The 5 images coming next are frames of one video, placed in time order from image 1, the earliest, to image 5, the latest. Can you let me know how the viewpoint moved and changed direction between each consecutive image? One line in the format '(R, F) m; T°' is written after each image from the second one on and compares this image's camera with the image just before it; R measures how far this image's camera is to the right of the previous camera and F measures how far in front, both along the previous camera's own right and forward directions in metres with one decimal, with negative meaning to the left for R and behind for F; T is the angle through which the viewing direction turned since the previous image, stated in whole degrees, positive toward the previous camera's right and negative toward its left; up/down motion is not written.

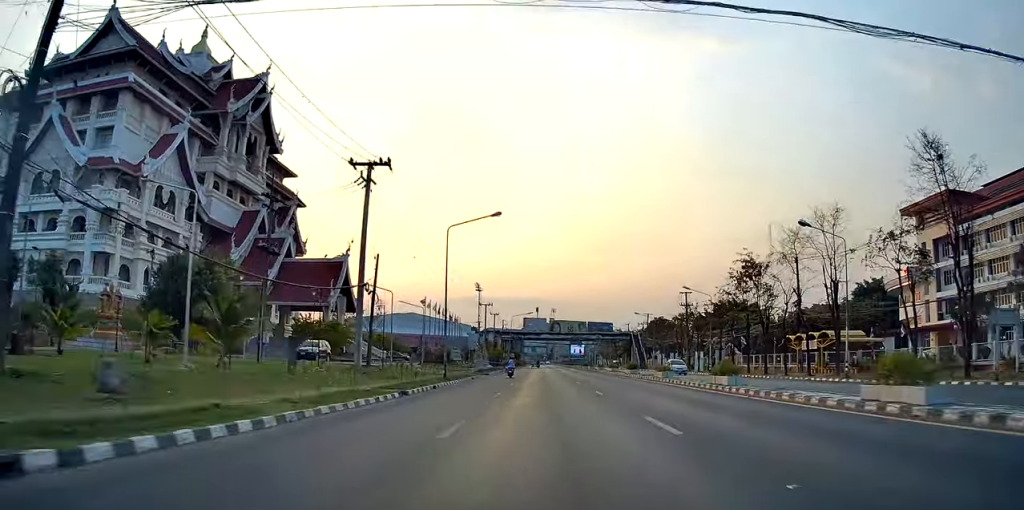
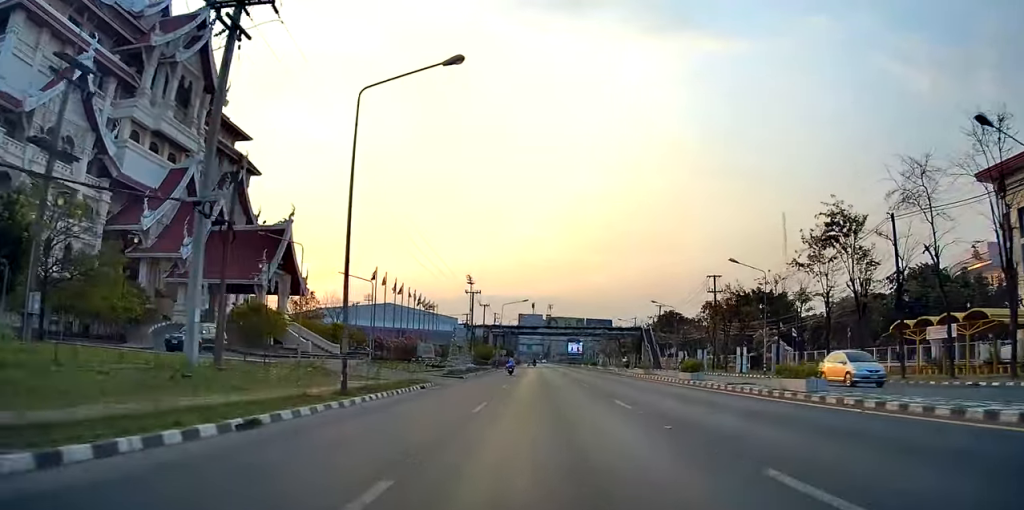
(-0.2, +19.0) m; +1°
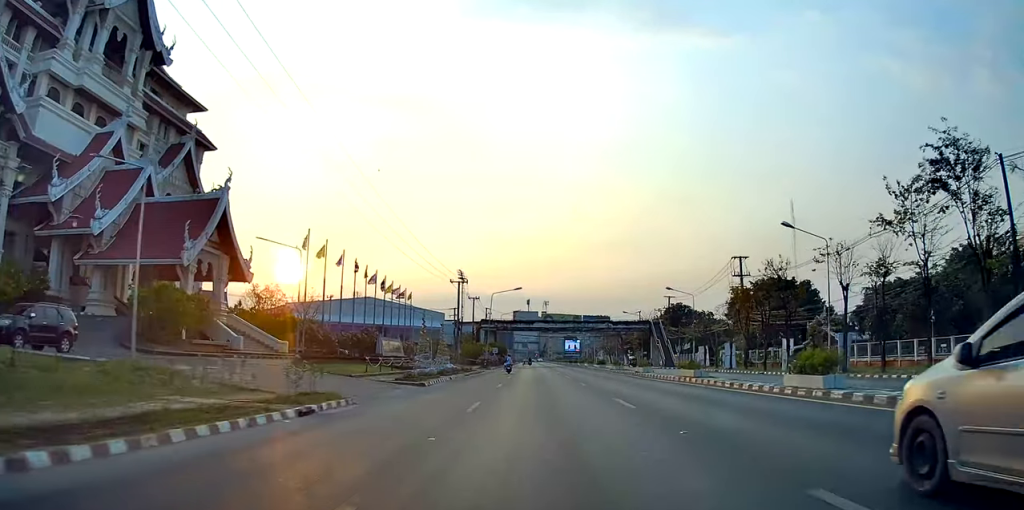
(+0.2, +13.4) m; +1°
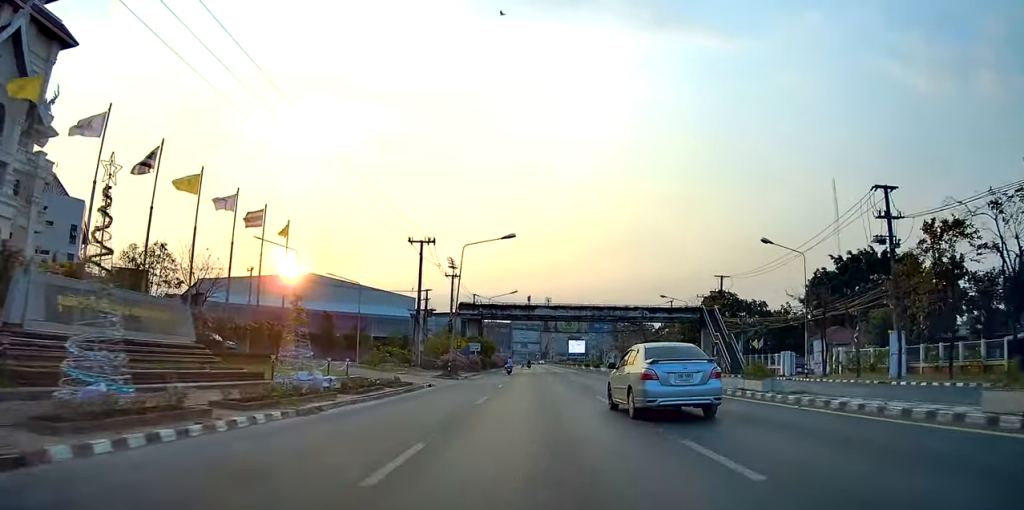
(-0.5, +32.3) m; 0°
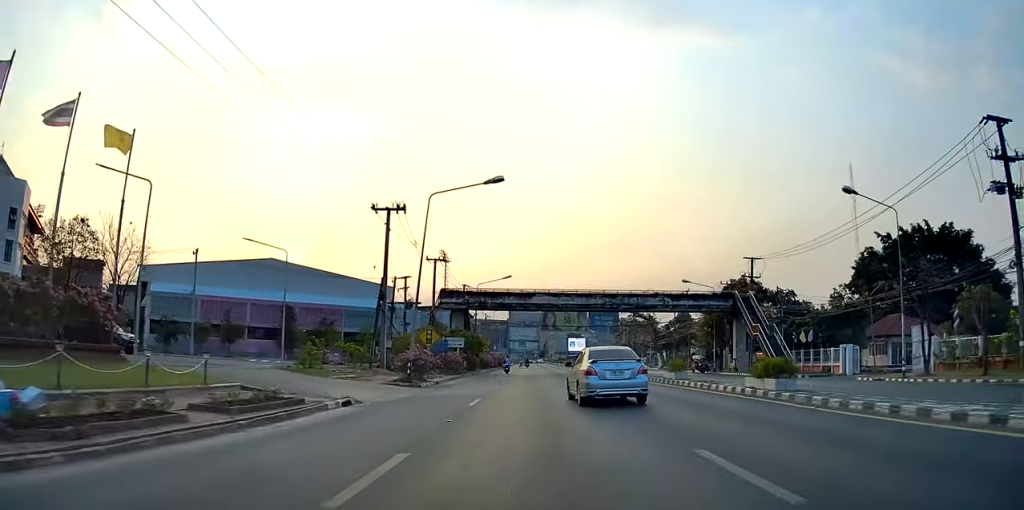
(+0.3, +13.2) m; 0°
